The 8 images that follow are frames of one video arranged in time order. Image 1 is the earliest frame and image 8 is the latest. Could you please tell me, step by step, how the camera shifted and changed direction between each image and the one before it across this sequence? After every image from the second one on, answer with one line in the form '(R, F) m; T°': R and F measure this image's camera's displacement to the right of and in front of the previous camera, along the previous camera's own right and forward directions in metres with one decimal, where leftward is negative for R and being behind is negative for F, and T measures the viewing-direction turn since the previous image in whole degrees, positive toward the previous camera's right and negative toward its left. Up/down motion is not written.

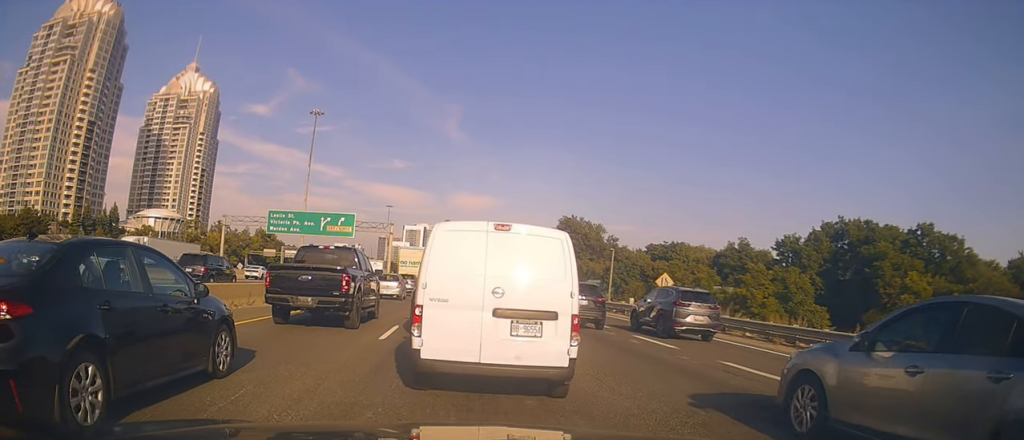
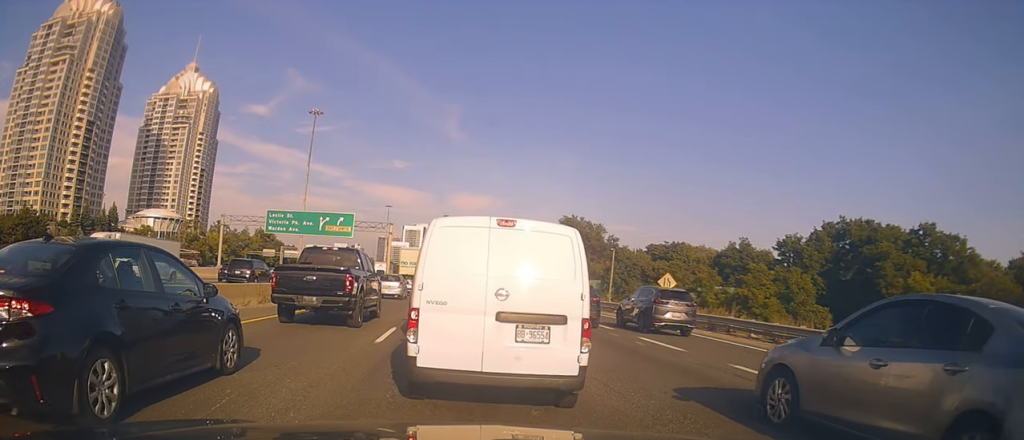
(+0.1, +1.0) m; -1°
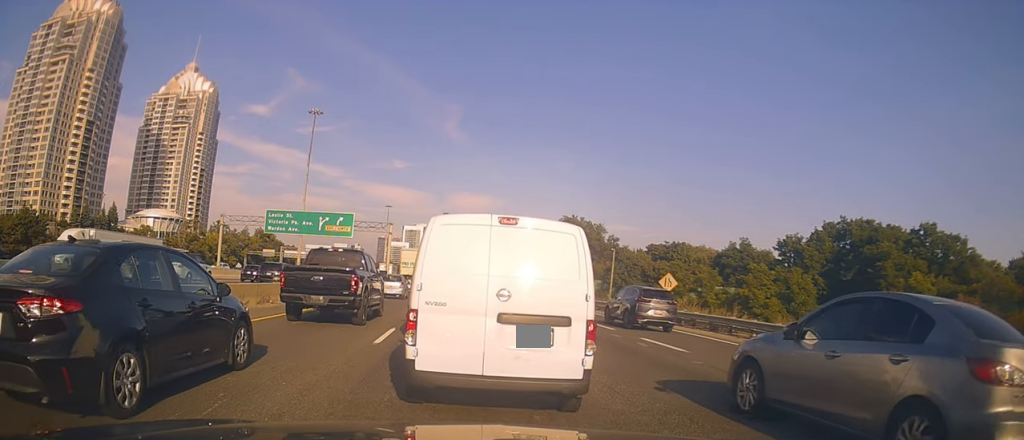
(0.0, +0.6) m; 0°
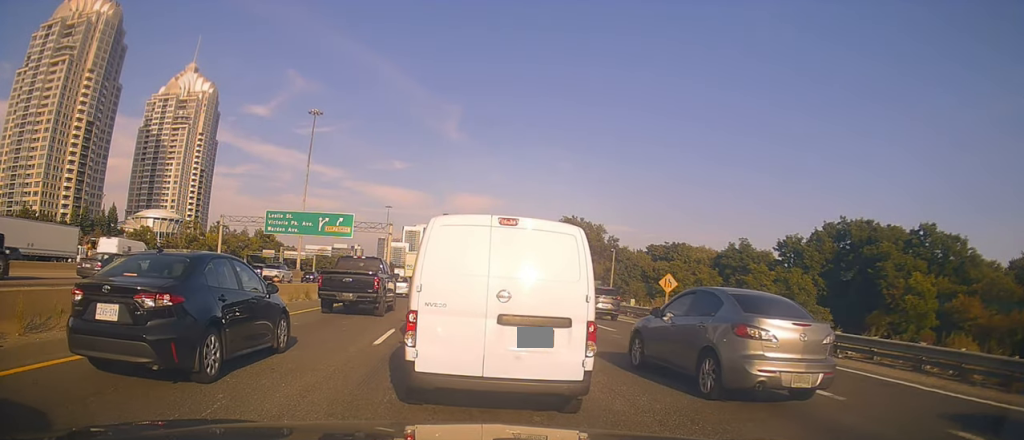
(-0.6, +1.4) m; 0°
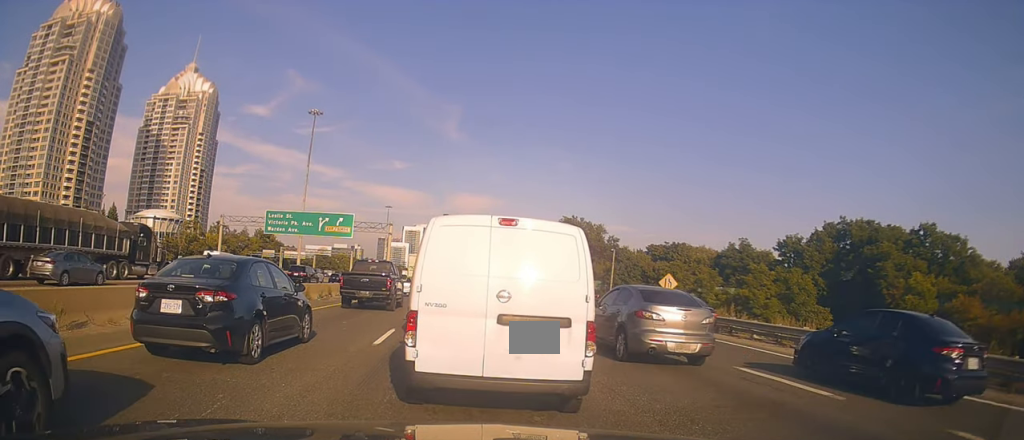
(-0.2, +0.2) m; 0°
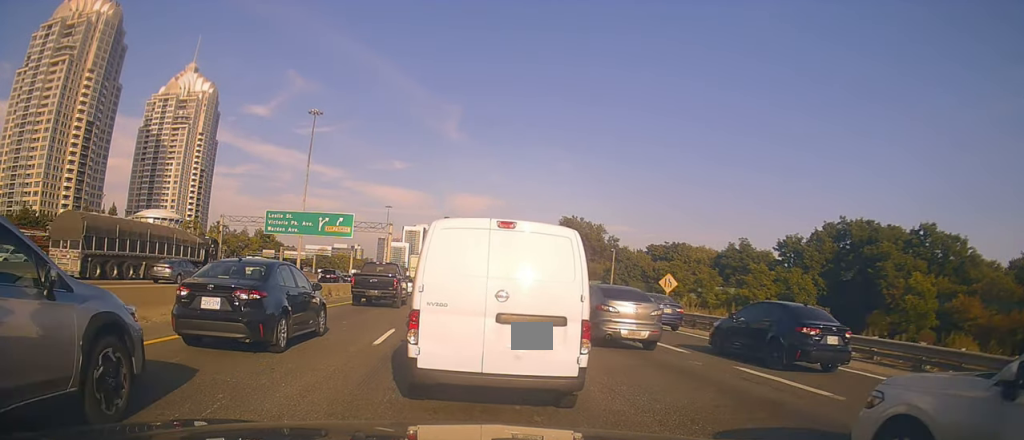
(0.0, 0.0) m; 0°
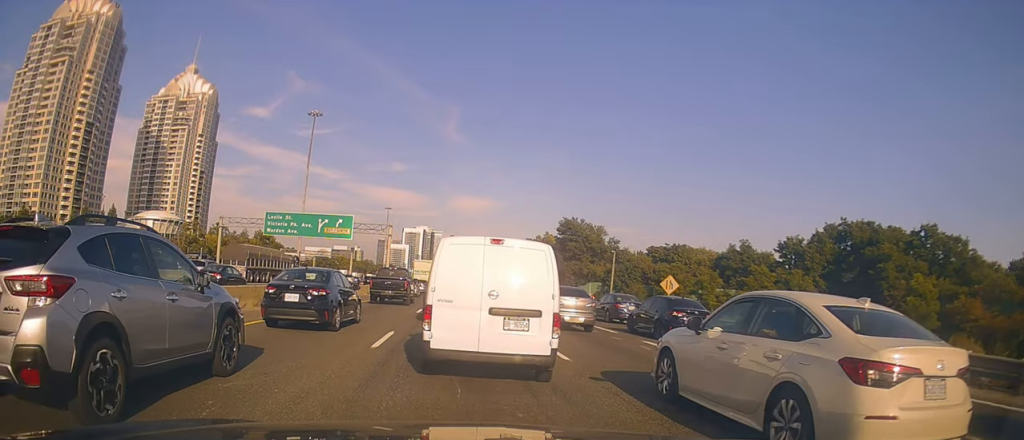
(-0.1, +0.3) m; 0°
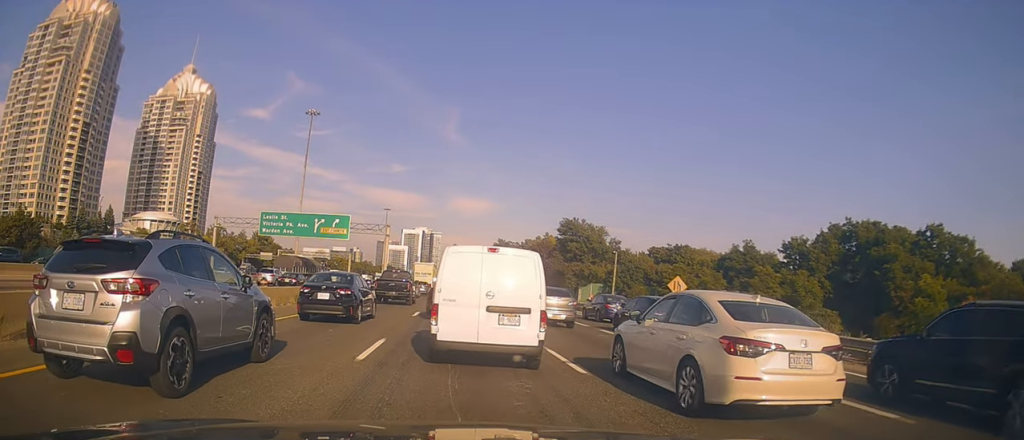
(-0.2, +0.5) m; 0°
